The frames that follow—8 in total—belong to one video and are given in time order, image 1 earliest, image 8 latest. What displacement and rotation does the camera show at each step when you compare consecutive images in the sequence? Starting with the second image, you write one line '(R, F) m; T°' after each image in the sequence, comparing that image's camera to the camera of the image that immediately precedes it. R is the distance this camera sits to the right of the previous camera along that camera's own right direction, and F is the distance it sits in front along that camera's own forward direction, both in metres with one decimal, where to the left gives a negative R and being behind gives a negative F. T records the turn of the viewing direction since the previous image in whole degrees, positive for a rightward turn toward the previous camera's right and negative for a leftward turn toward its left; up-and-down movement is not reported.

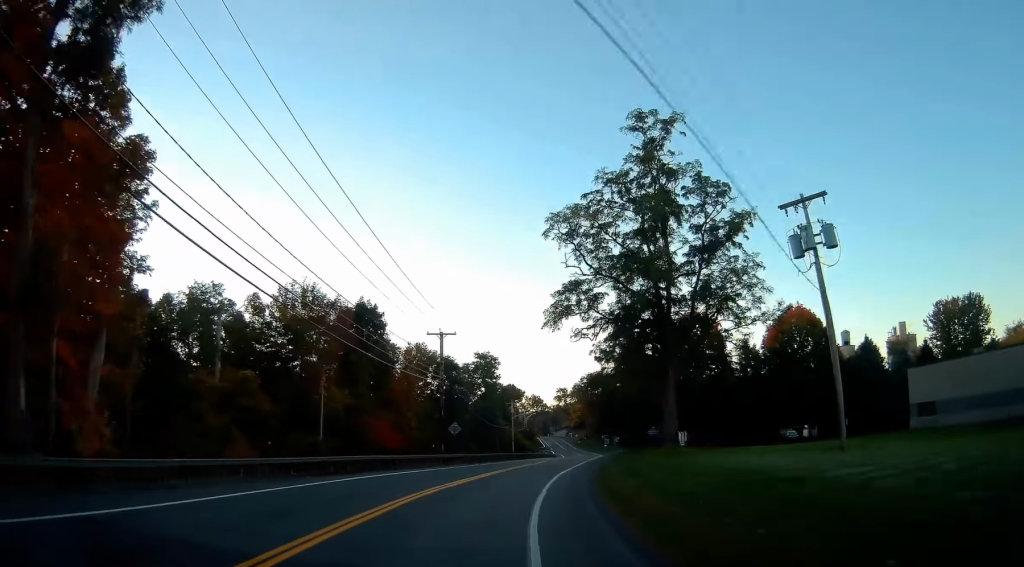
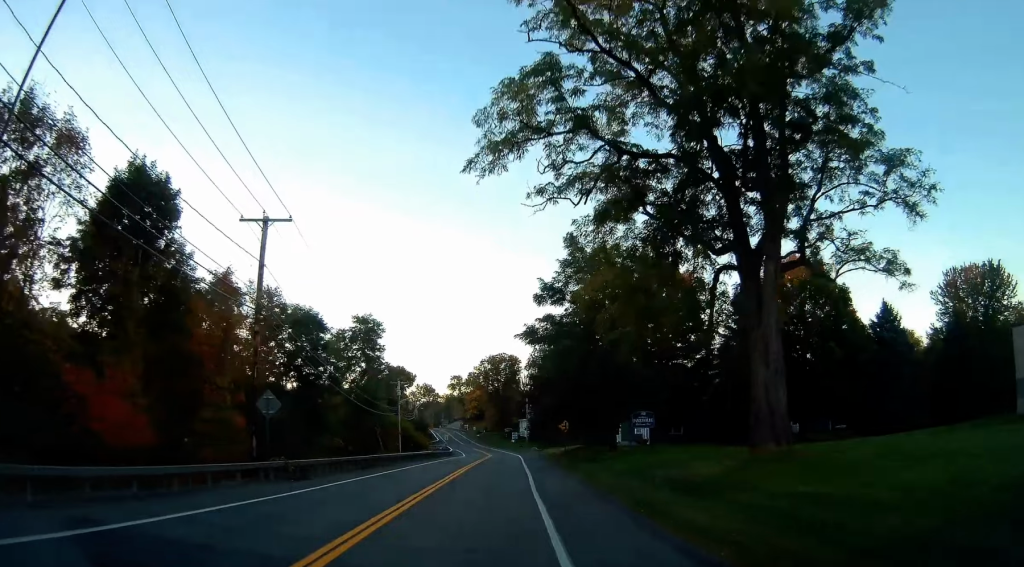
(+2.1, +25.5) m; +10°
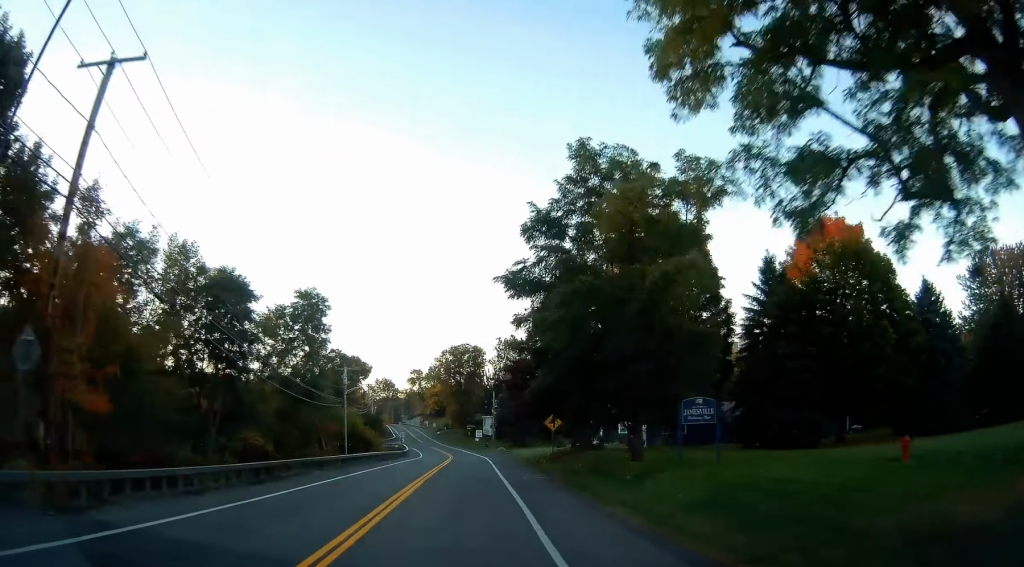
(+0.5, +12.1) m; +4°
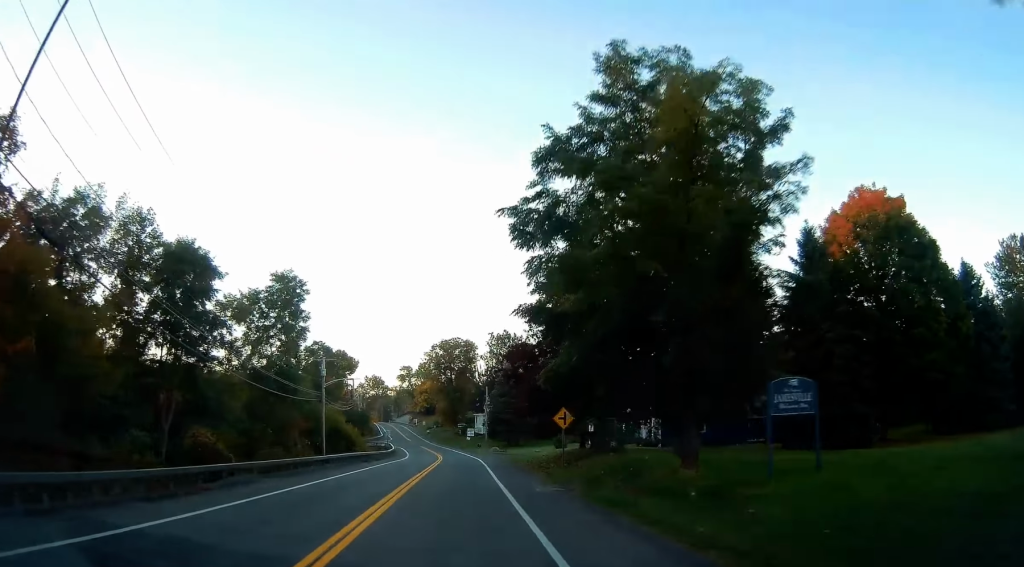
(+0.2, +6.9) m; +1°
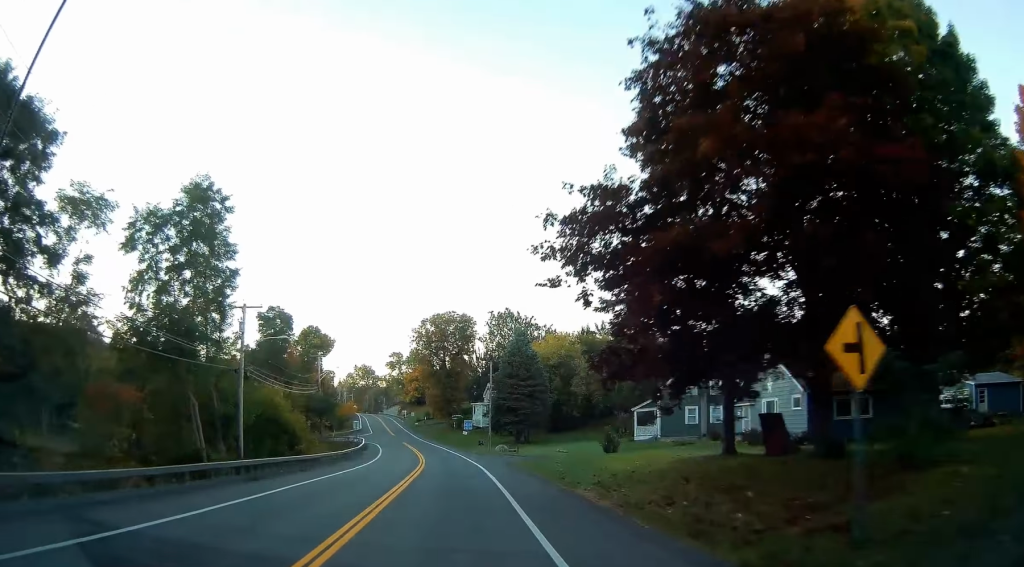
(+0.5, +22.7) m; +2°
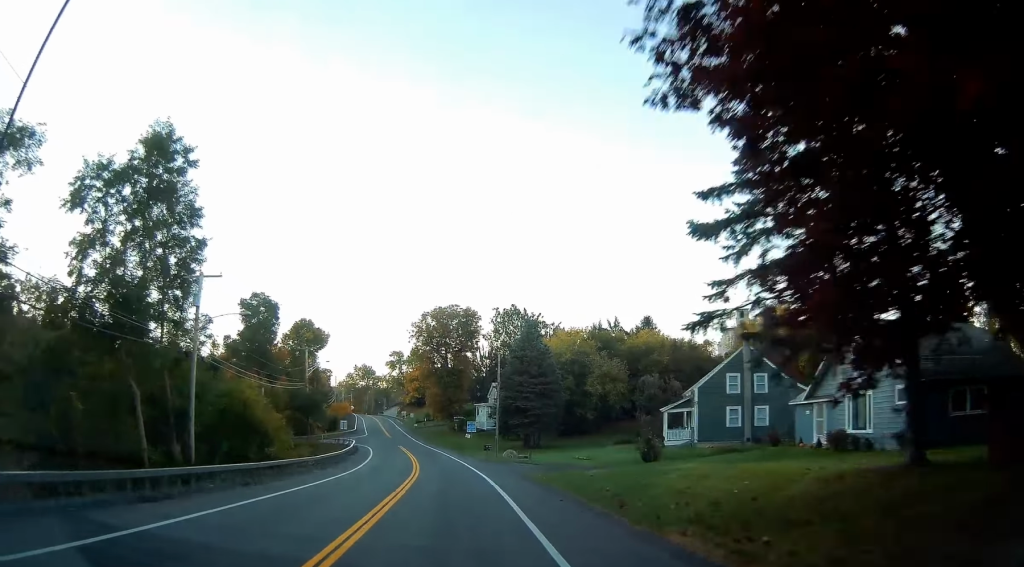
(+0.1, +7.8) m; 0°
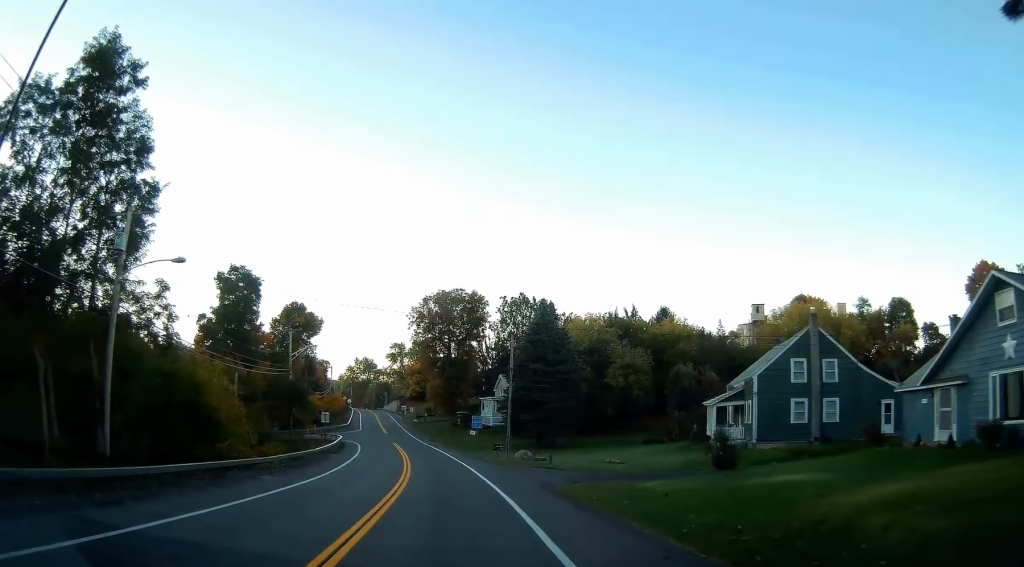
(-0.2, +8.8) m; -1°
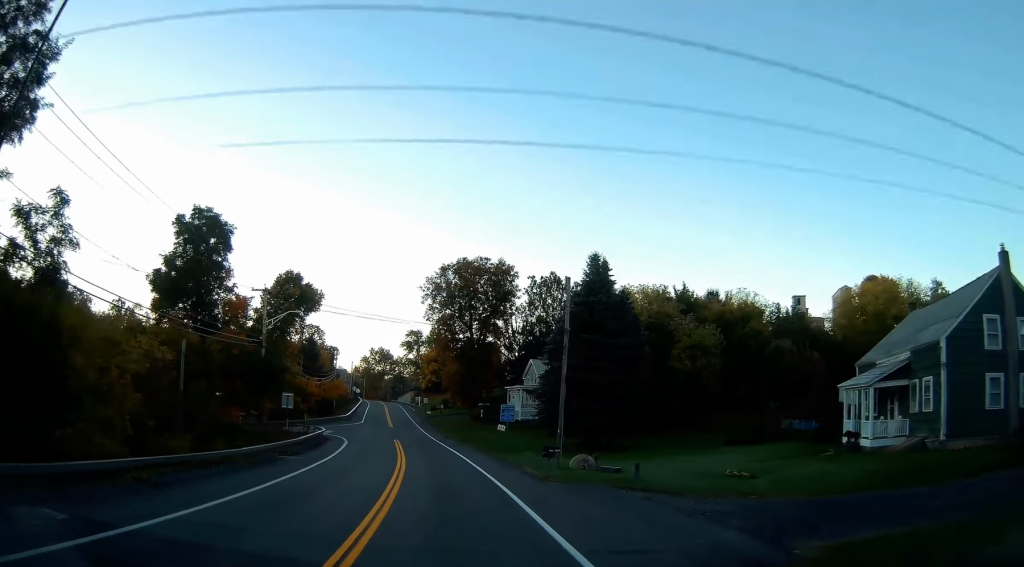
(-0.1, +15.0) m; -1°
